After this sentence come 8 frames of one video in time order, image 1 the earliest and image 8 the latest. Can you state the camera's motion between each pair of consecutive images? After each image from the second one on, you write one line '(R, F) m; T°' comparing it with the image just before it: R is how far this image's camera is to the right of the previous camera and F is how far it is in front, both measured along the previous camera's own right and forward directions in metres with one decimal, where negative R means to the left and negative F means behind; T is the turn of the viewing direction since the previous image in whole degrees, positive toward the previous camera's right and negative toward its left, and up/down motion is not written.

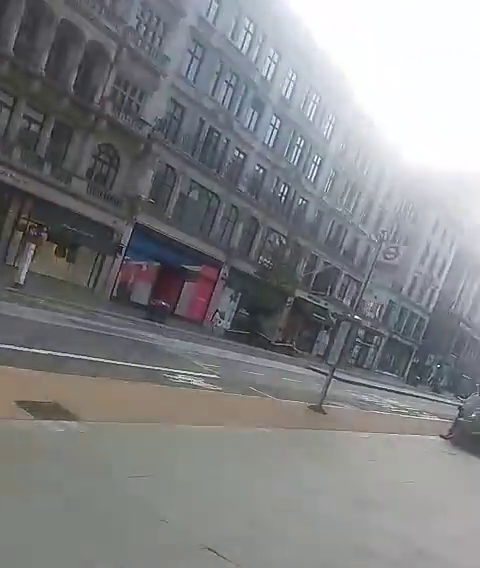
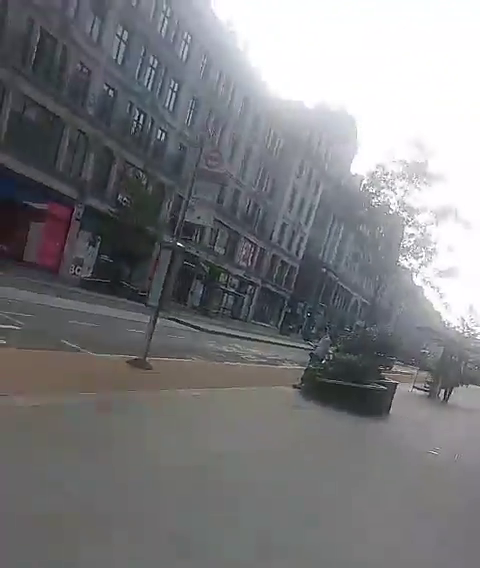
(0.0, +2.4) m; +3°
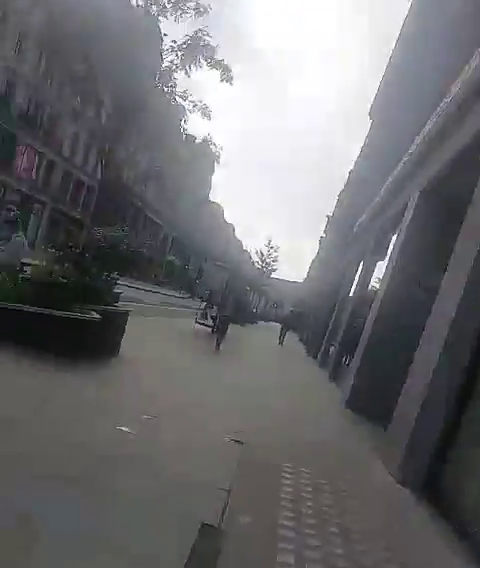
(+0.4, +4.6) m; +7°
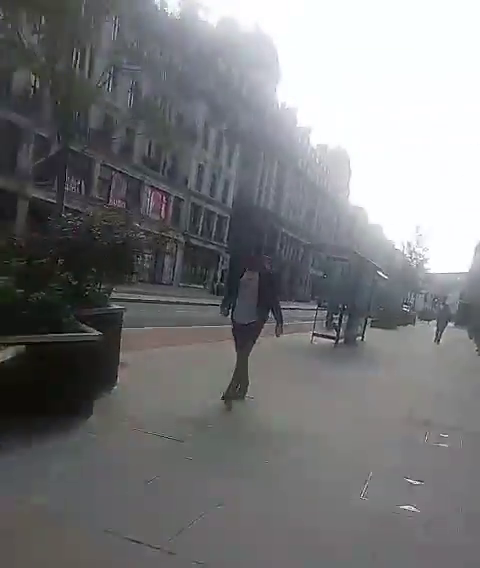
(-0.3, +4.4) m; -8°
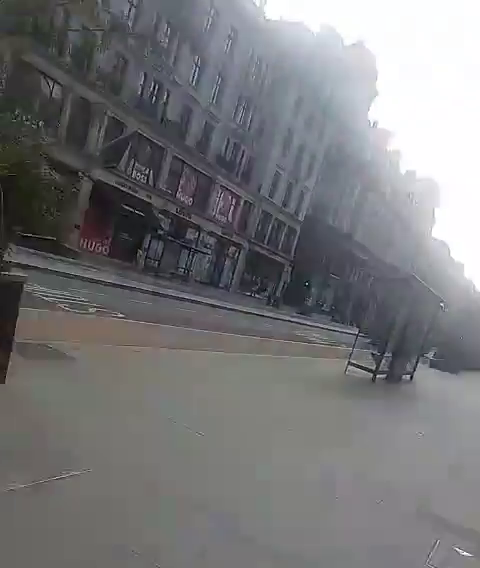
(0.0, +2.2) m; -2°
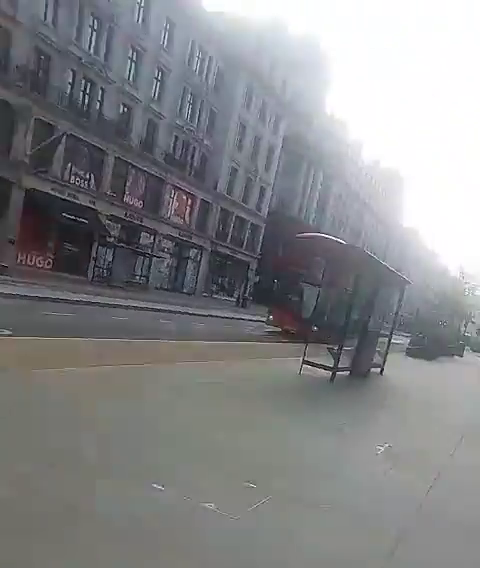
(-0.1, +2.1) m; -3°
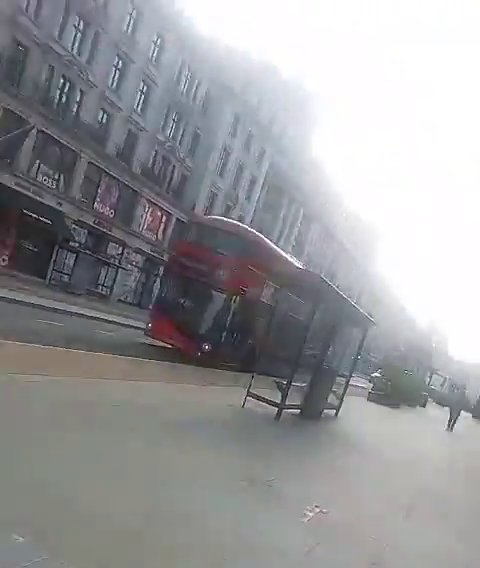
(0.0, +1.2) m; -1°
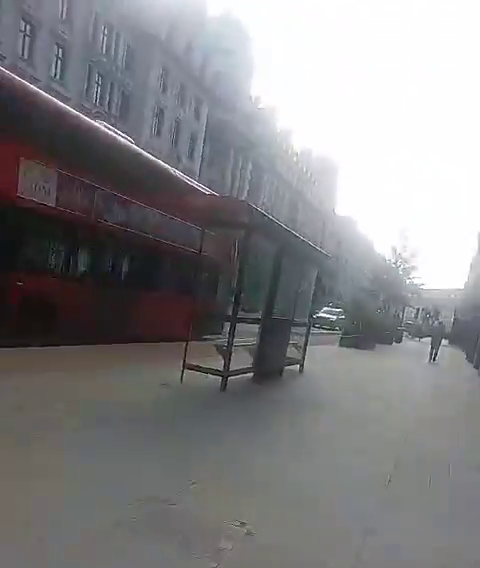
(0.0, +2.0) m; -1°
